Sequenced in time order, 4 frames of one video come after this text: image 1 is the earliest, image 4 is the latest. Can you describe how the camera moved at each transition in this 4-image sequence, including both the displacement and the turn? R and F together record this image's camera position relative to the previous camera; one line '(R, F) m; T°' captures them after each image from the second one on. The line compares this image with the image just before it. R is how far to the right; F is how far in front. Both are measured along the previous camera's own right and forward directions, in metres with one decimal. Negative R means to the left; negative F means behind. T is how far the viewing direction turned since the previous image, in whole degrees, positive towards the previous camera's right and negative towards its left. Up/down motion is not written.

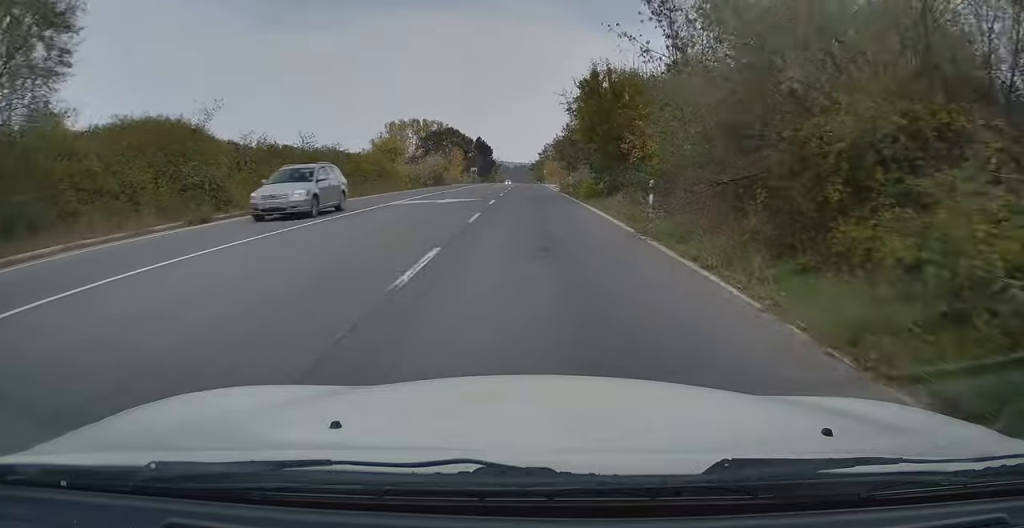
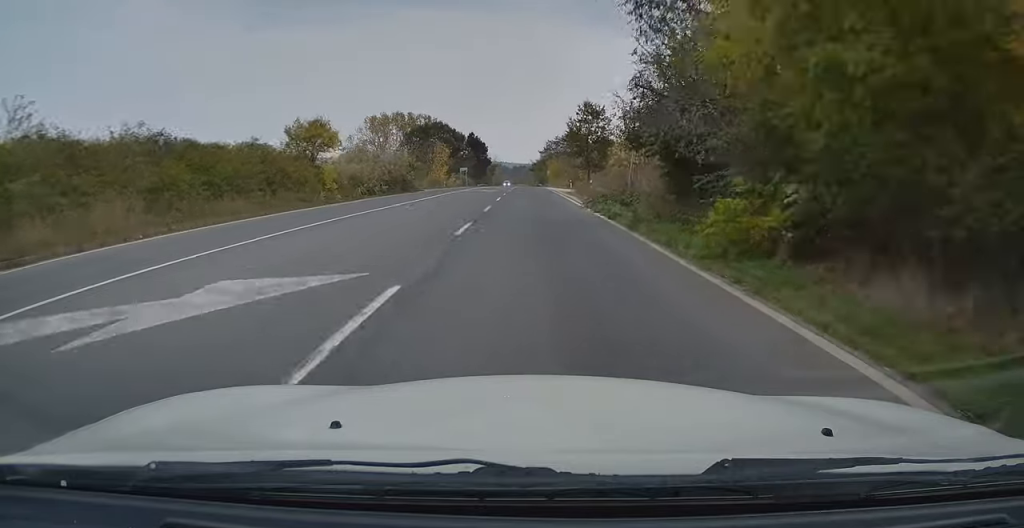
(-0.2, +20.8) m; -1°
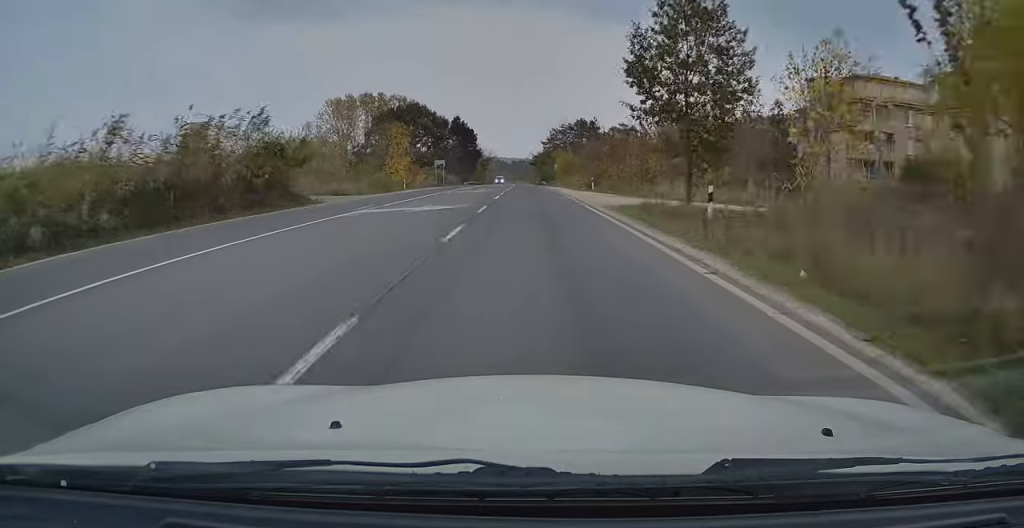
(+0.1, +28.7) m; 0°
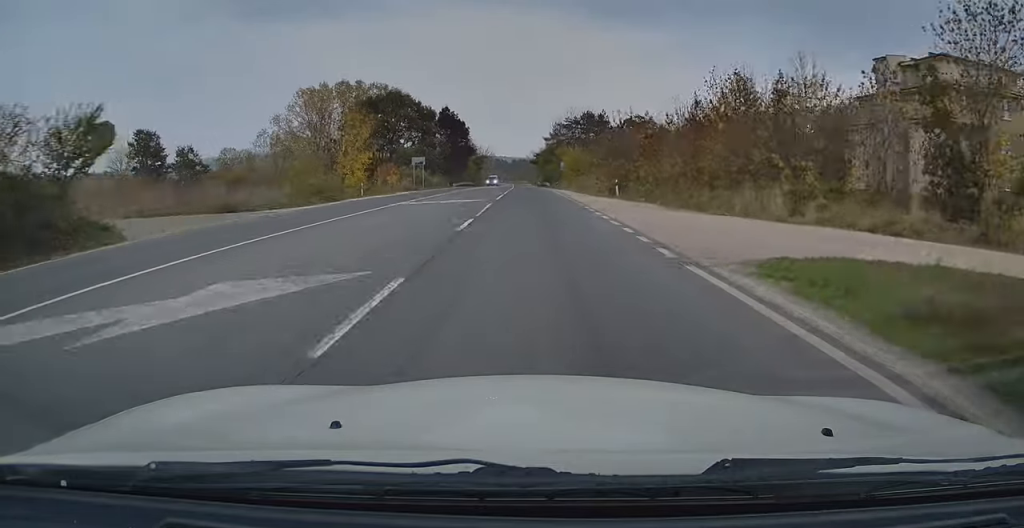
(+0.1, +15.6) m; 0°
